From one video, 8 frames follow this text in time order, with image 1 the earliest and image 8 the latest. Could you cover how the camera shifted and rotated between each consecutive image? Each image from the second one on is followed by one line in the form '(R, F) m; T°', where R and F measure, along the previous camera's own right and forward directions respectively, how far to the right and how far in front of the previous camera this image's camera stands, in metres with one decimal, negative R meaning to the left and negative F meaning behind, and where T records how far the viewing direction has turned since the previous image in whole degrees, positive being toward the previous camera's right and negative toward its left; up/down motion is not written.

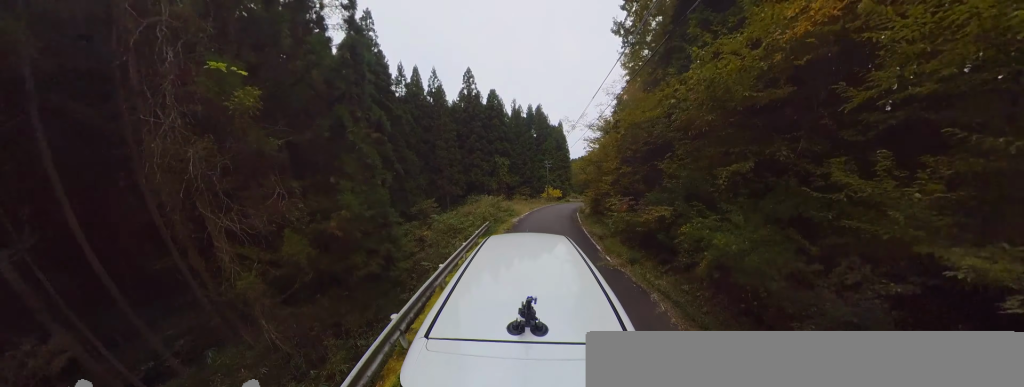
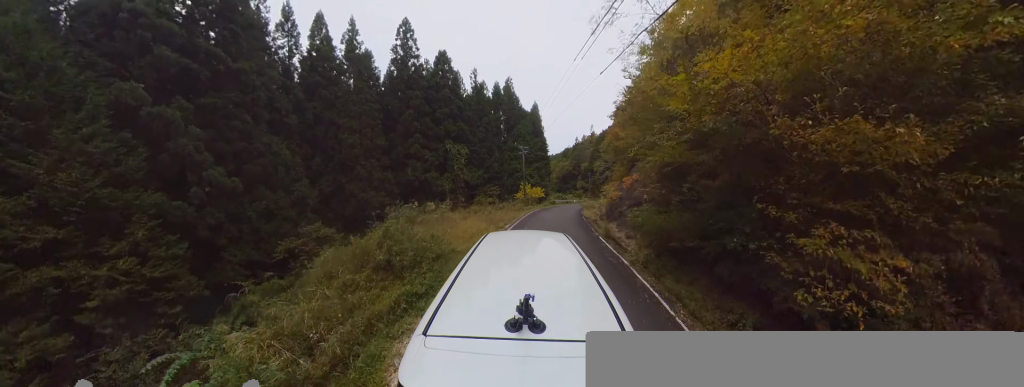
(-1.2, +11.5) m; -1°
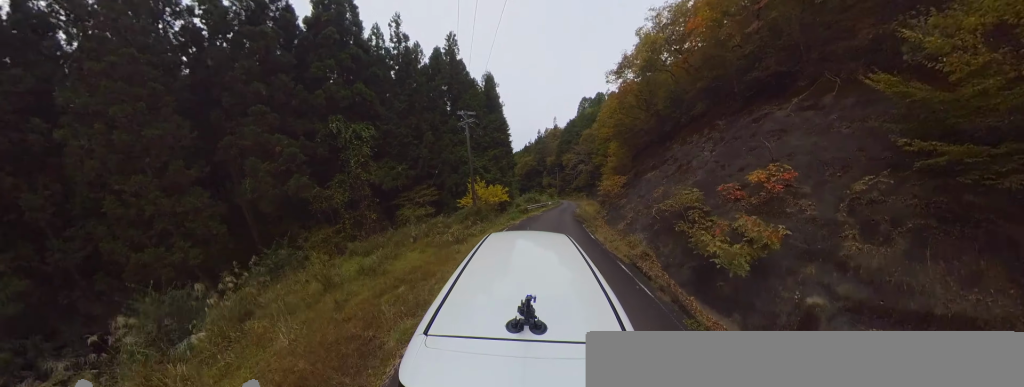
(+1.2, +10.2) m; +13°
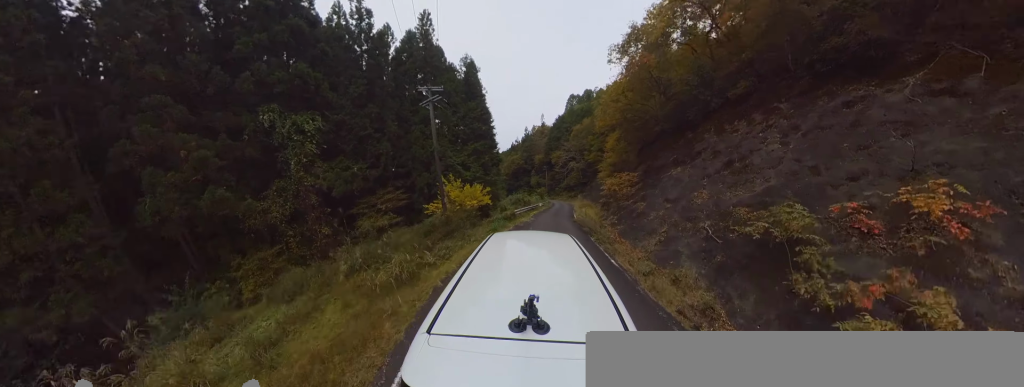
(+0.1, +2.7) m; -1°
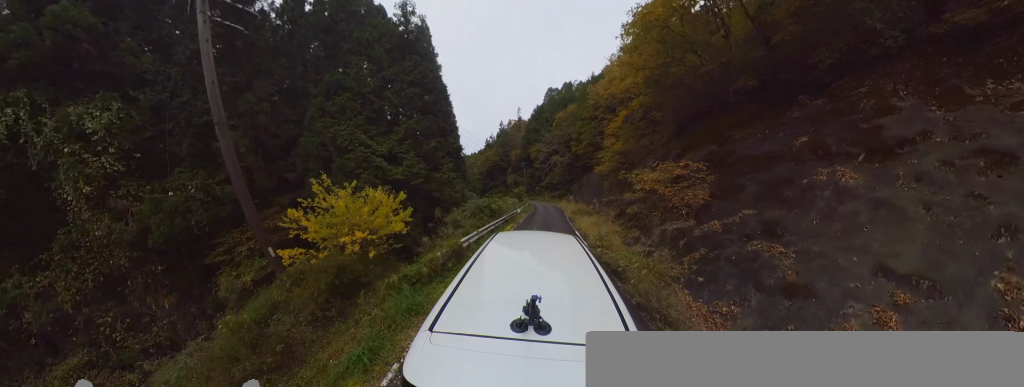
(0.0, +5.7) m; -5°
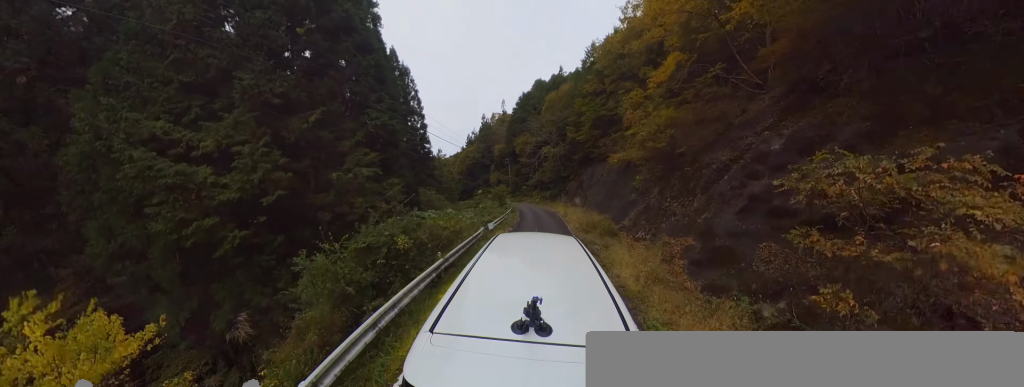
(-0.3, +5.4) m; -5°
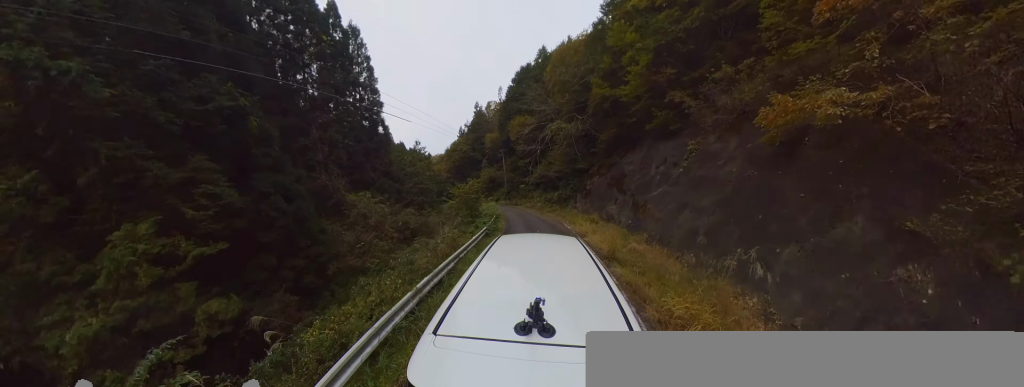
(+0.2, +9.0) m; +7°
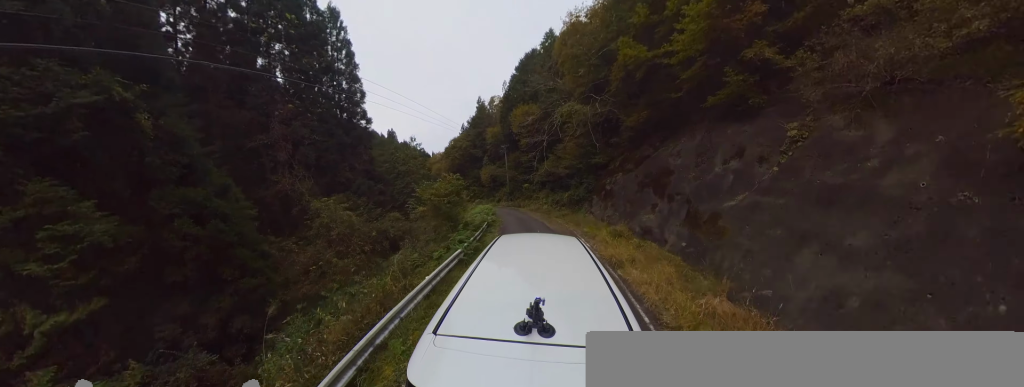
(+0.3, +3.5) m; +3°
